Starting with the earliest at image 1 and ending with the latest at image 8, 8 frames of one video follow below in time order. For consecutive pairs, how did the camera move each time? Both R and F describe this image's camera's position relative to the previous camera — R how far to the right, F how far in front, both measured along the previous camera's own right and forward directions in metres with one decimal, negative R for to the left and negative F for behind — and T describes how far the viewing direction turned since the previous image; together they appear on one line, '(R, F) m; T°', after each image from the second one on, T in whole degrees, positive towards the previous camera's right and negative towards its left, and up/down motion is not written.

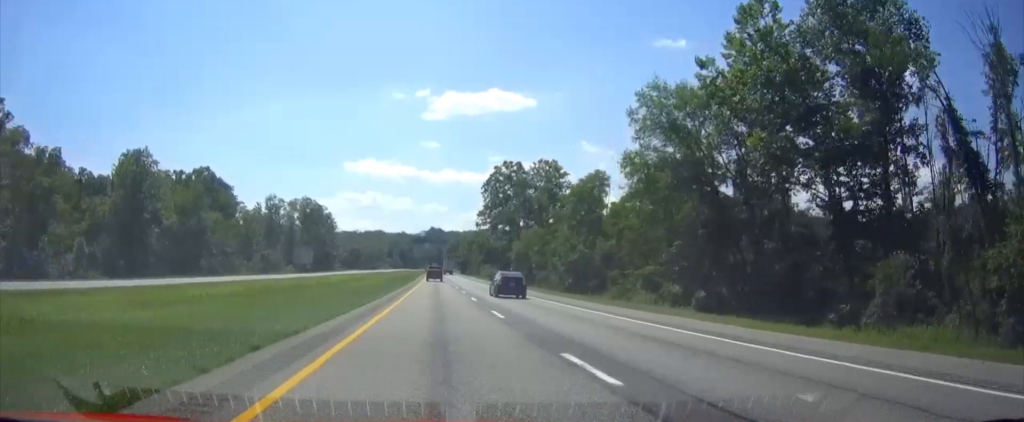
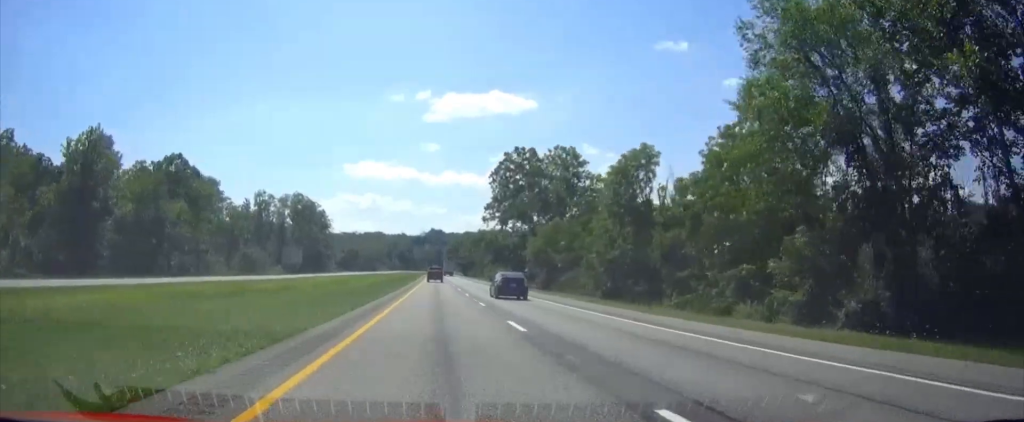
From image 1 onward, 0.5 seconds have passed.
(0.0, +16.7) m; 0°
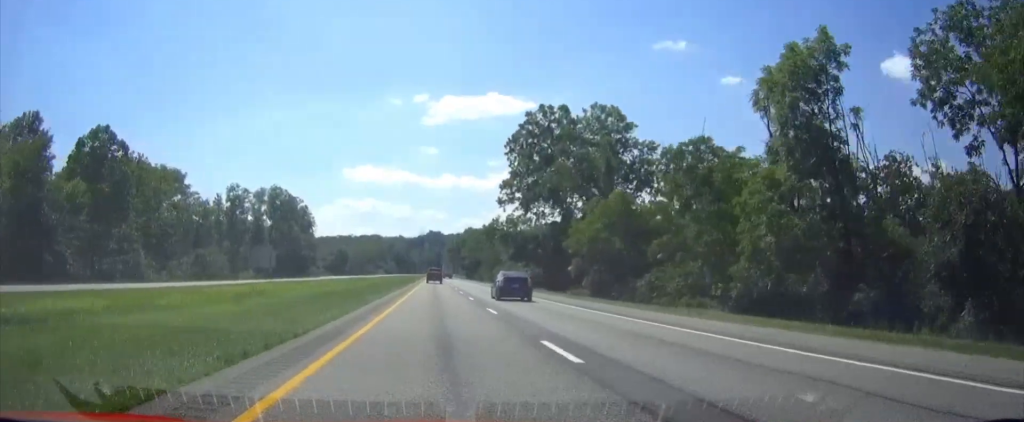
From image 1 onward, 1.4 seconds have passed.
(+0.1, +30.1) m; 0°
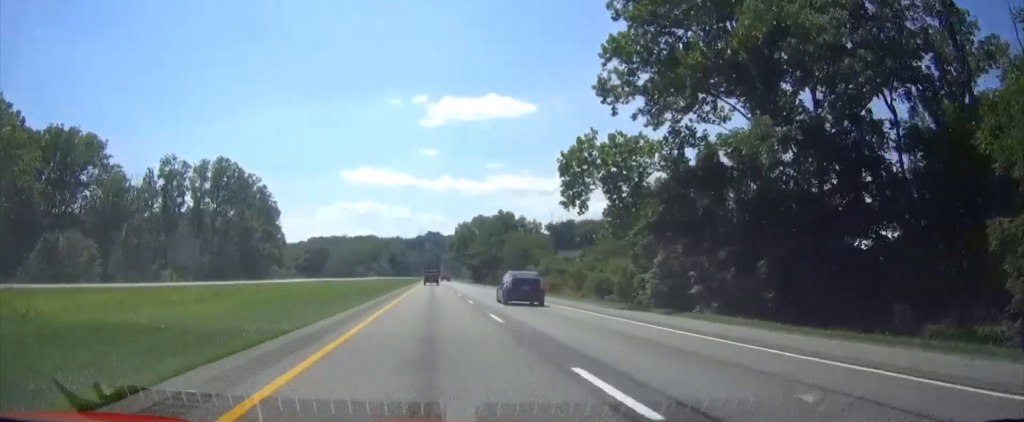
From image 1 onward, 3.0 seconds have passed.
(0.0, +52.5) m; 0°
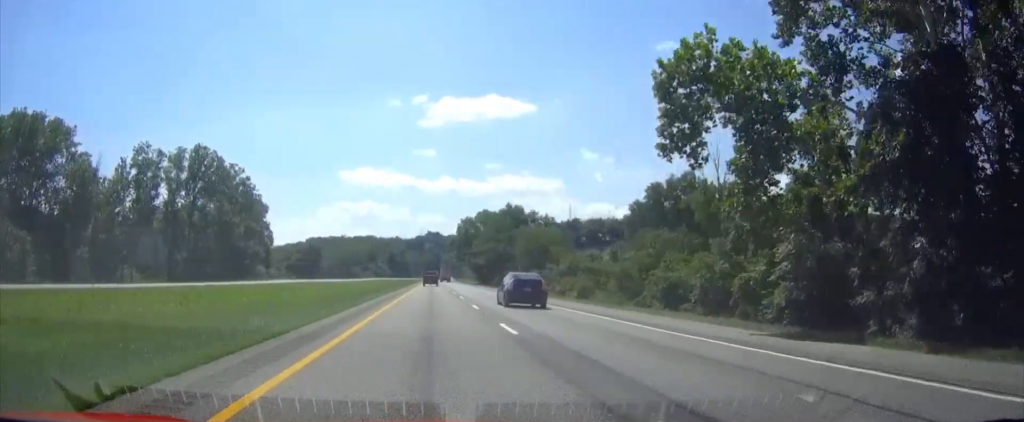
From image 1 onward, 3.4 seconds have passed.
(+0.1, +15.6) m; 0°
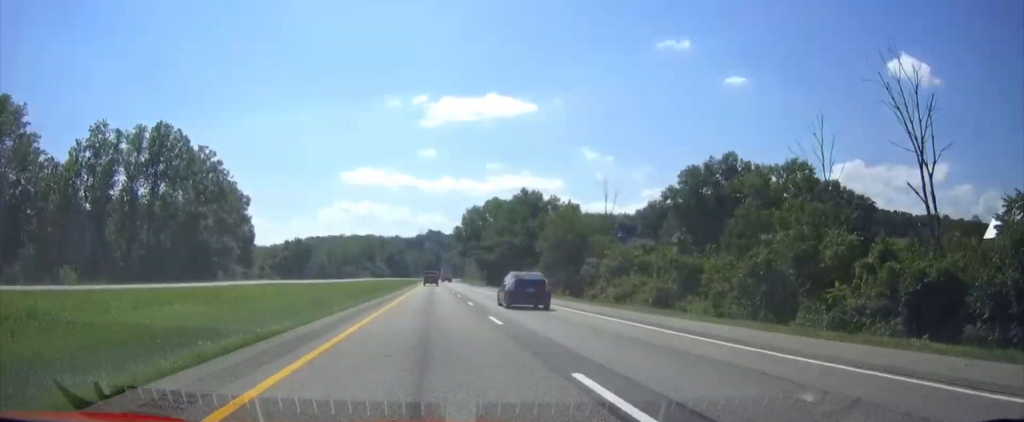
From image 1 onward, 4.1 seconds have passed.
(+0.1, +21.3) m; 0°
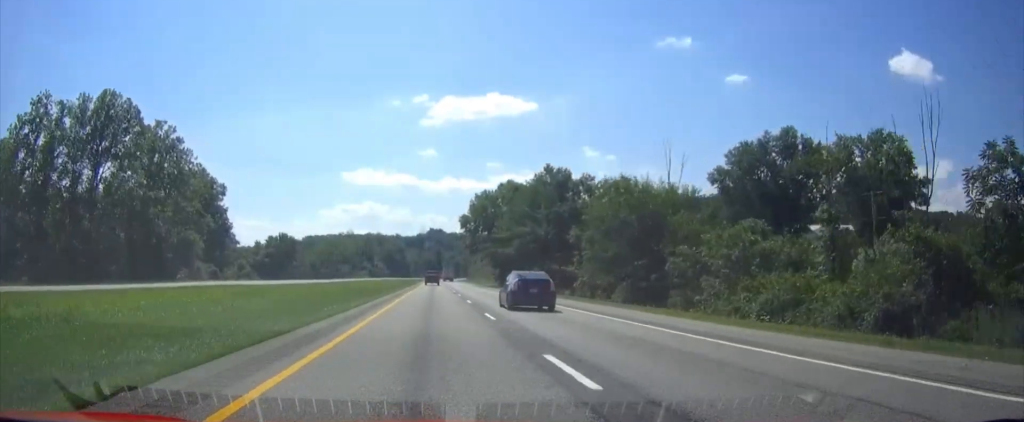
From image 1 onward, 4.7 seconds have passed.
(-0.1, +22.4) m; 0°
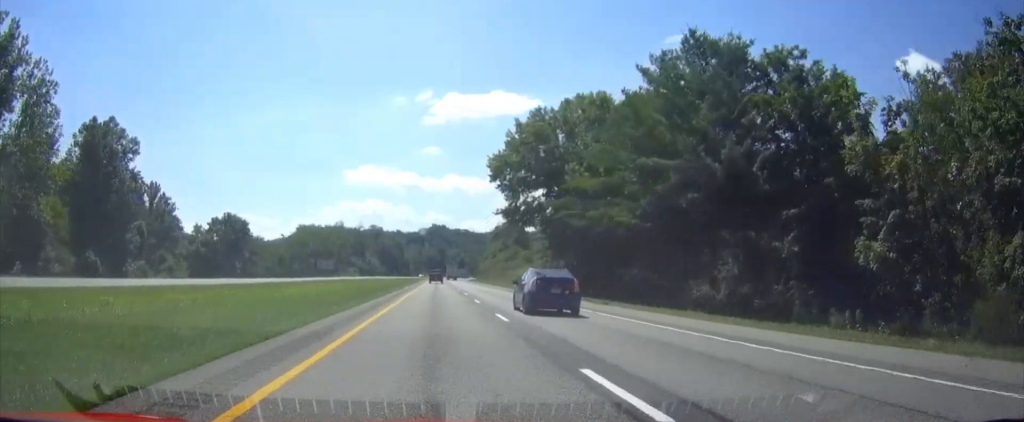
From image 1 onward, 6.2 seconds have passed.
(0.0, +50.6) m; 0°
